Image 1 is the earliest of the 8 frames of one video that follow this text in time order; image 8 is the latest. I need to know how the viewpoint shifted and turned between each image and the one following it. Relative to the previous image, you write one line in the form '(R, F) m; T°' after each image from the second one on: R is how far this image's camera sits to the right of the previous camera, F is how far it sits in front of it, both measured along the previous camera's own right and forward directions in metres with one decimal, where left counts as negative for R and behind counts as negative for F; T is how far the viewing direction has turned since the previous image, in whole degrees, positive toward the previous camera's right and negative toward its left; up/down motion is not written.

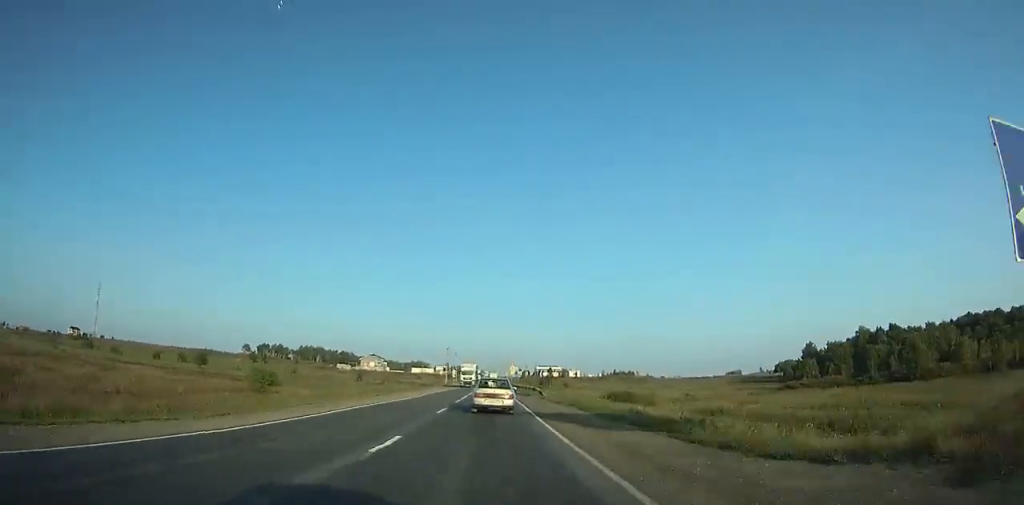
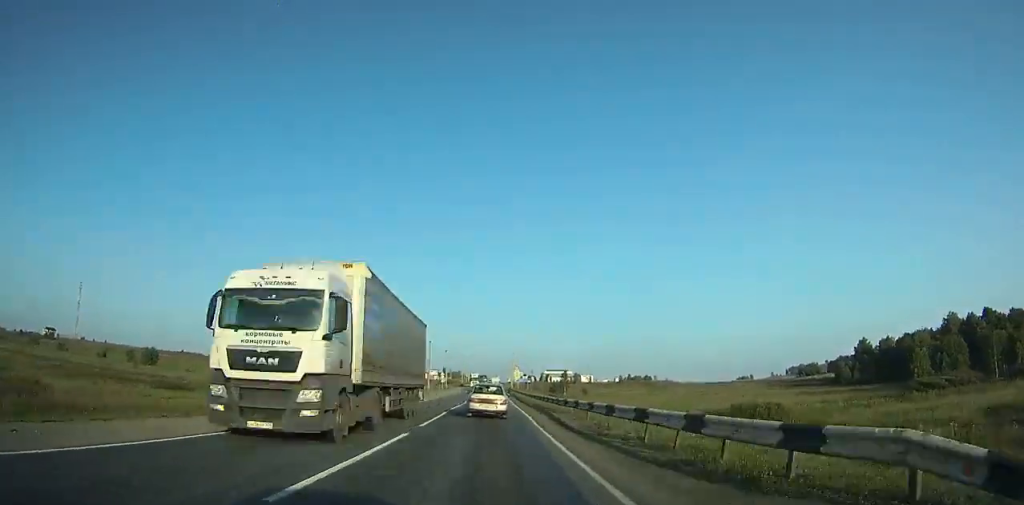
(-0.1, +44.7) m; 0°
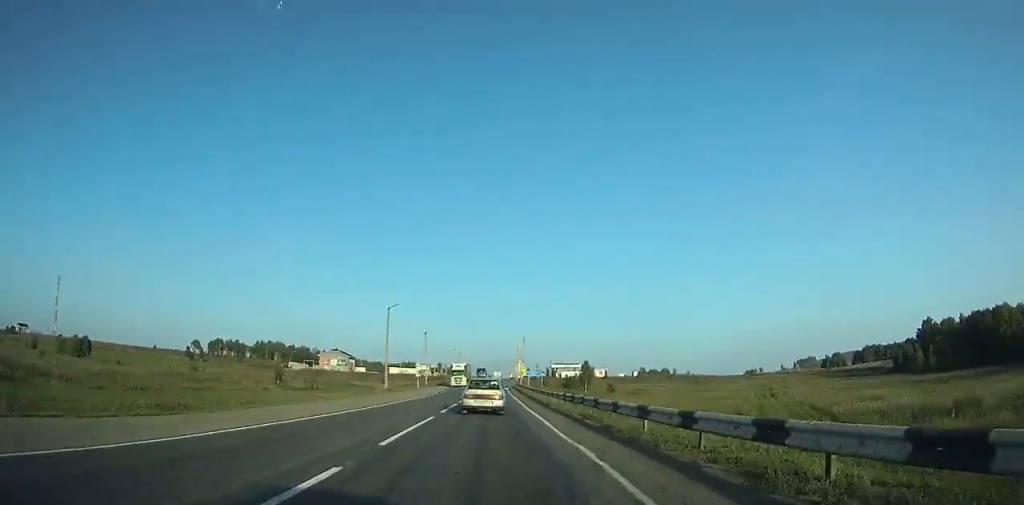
(0.0, +41.1) m; 0°
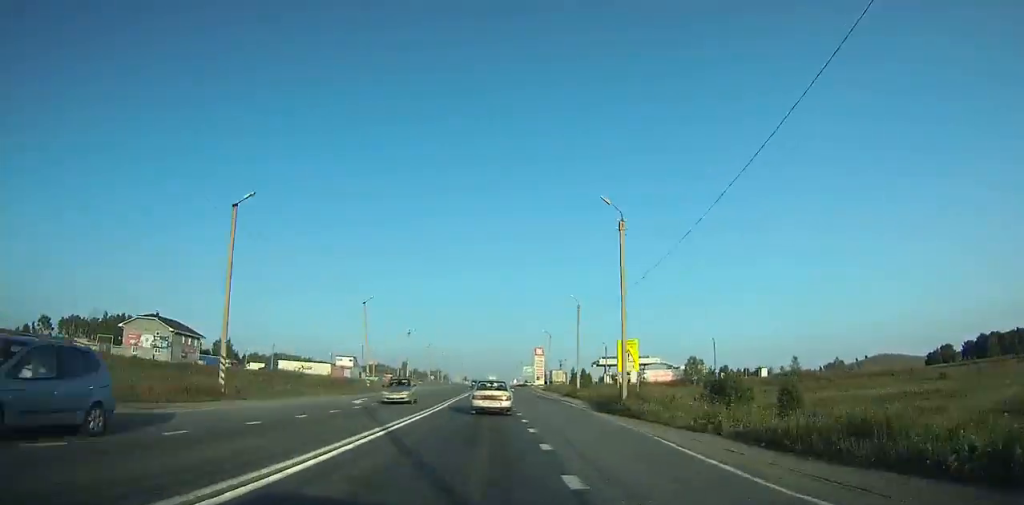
(+1.1, +144.0) m; +1°
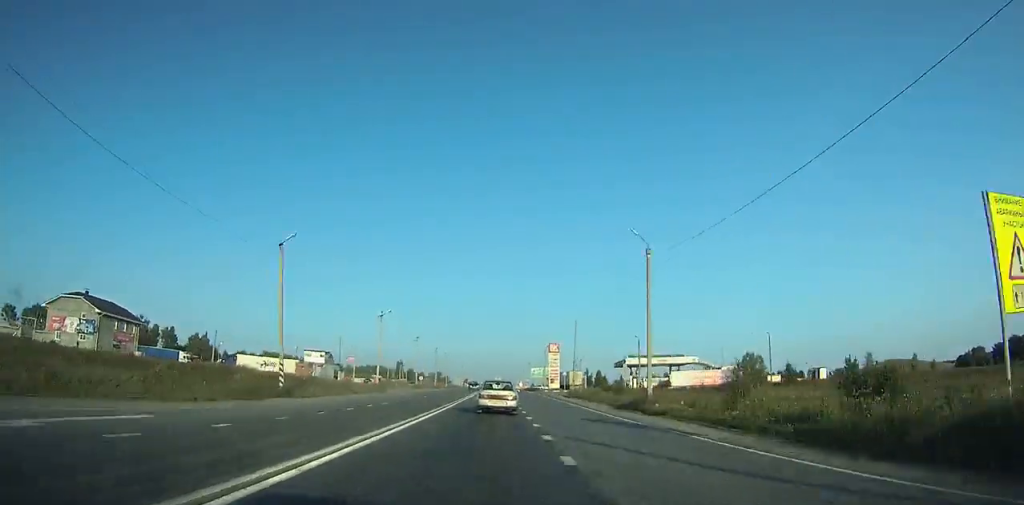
(0.0, +26.8) m; 0°
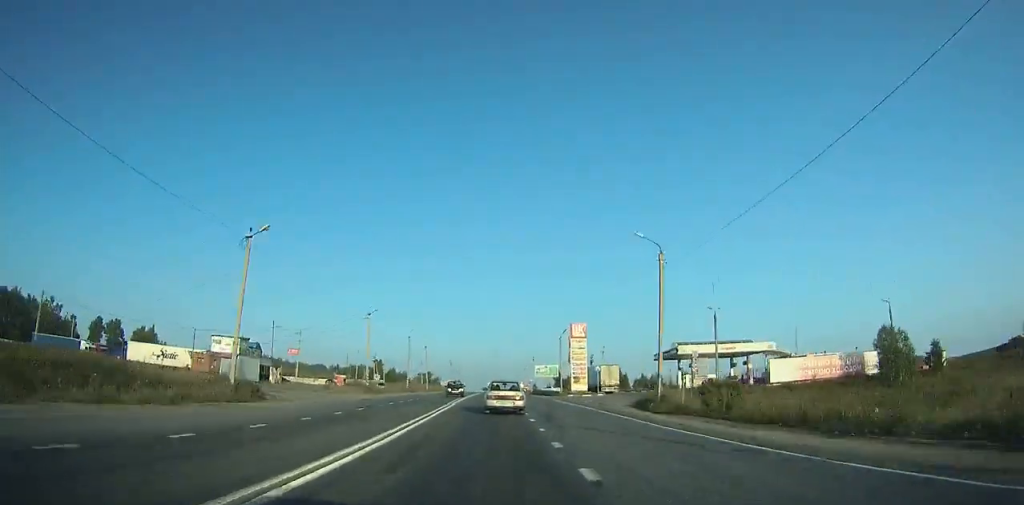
(0.0, +37.6) m; 0°
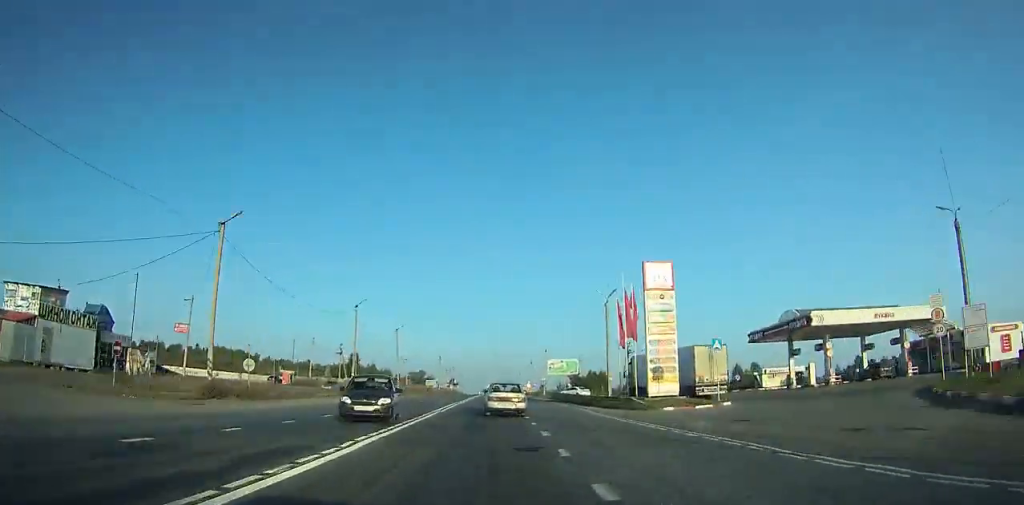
(-0.1, +36.3) m; 0°
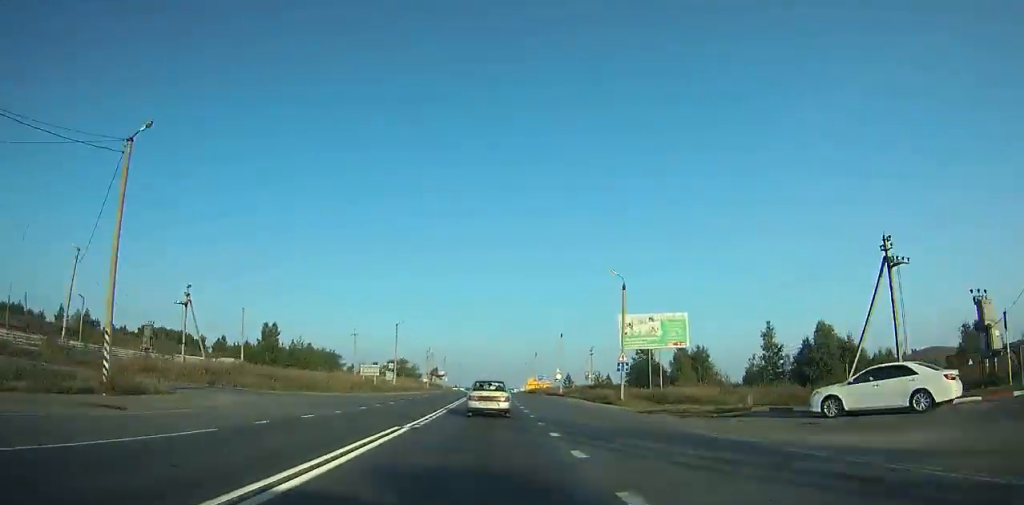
(+0.1, +65.8) m; +1°
